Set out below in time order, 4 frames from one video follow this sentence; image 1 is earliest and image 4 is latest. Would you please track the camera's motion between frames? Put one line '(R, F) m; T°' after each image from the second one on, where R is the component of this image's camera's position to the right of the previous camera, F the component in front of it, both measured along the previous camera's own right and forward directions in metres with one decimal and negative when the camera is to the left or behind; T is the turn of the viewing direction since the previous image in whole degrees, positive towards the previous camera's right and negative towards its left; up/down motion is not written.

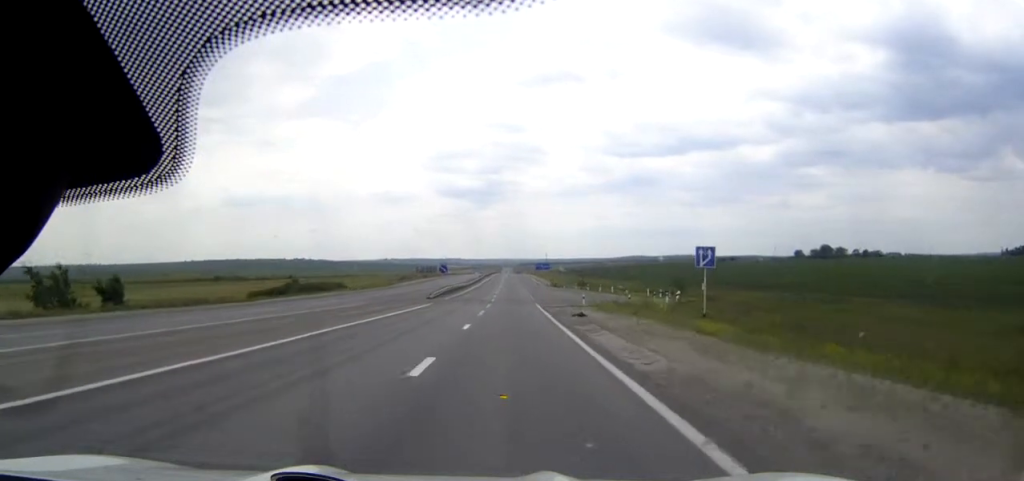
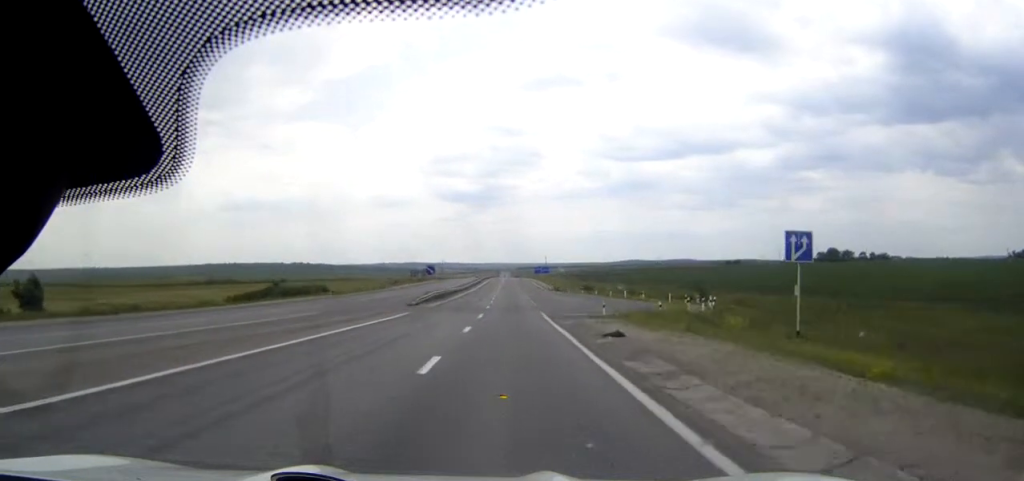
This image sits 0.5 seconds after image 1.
(0.0, +11.0) m; 0°
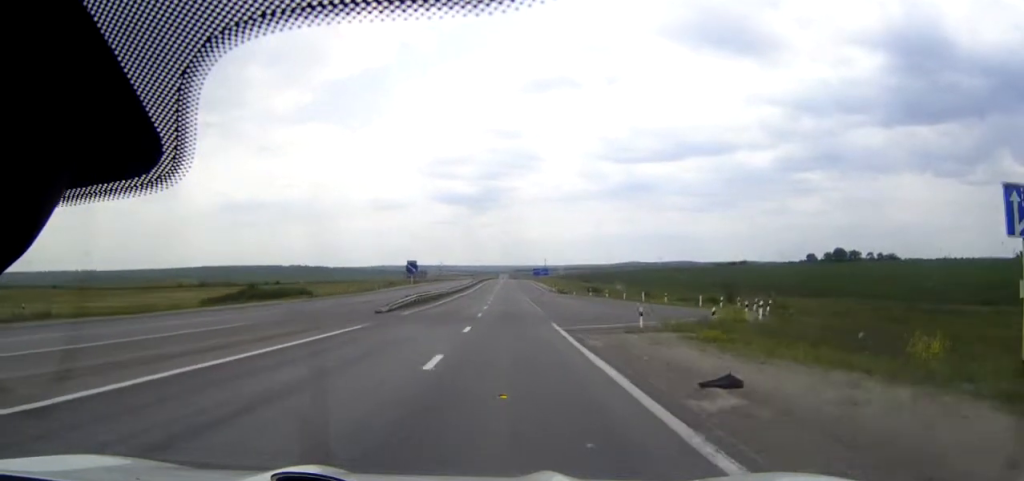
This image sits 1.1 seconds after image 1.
(0.0, +11.1) m; 0°
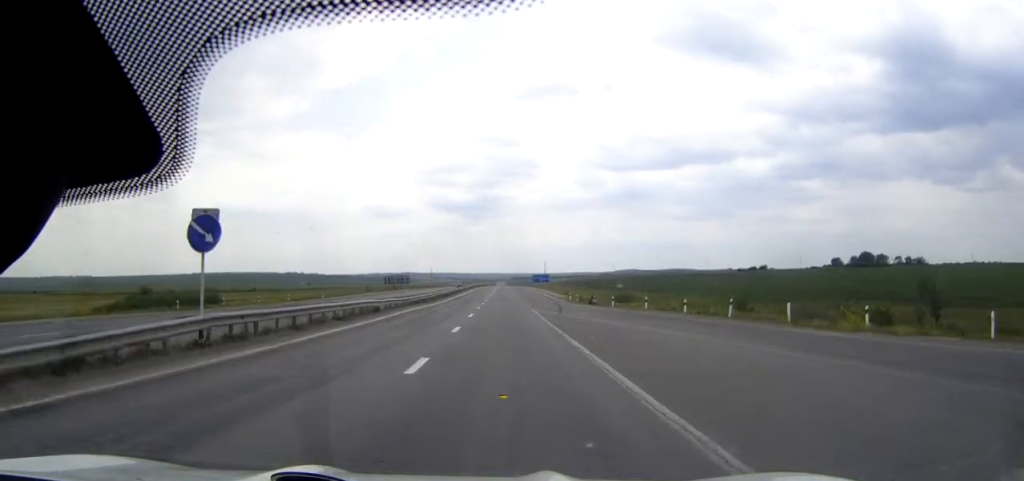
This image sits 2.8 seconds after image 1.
(0.0, +36.3) m; 0°
